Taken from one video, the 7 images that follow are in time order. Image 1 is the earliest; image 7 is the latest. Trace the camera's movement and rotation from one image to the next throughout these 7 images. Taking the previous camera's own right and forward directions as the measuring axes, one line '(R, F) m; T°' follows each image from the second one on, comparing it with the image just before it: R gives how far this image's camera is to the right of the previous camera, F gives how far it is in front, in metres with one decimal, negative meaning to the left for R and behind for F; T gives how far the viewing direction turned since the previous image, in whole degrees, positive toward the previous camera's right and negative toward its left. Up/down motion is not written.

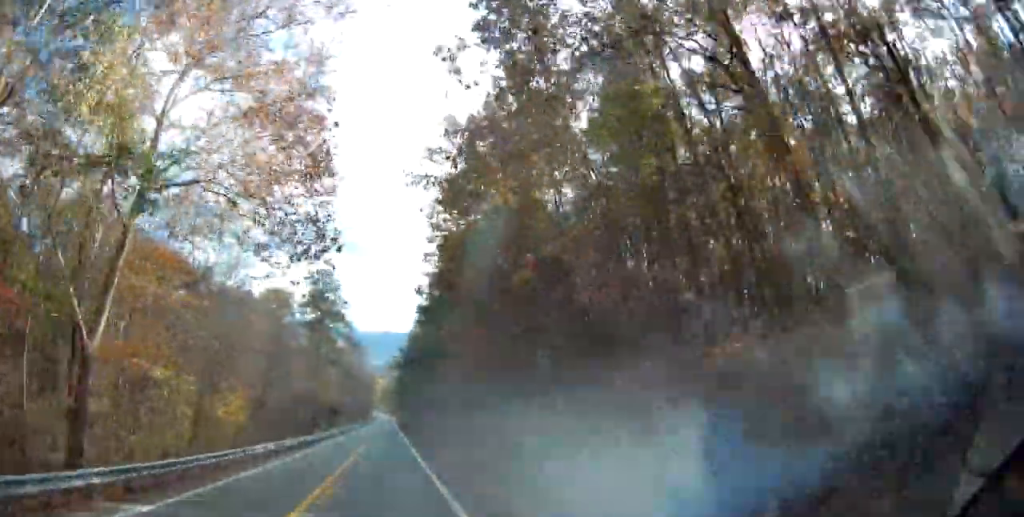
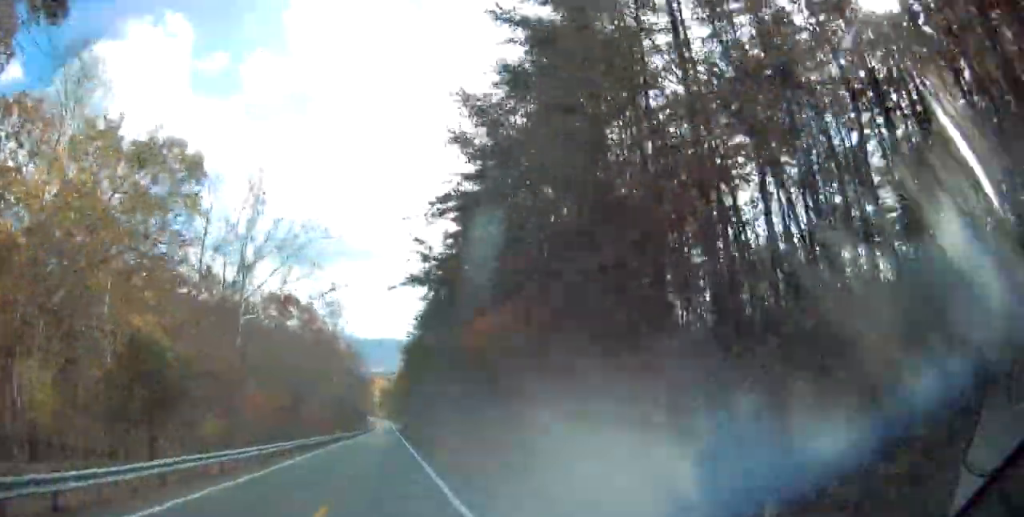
(-0.9, +77.2) m; -1°
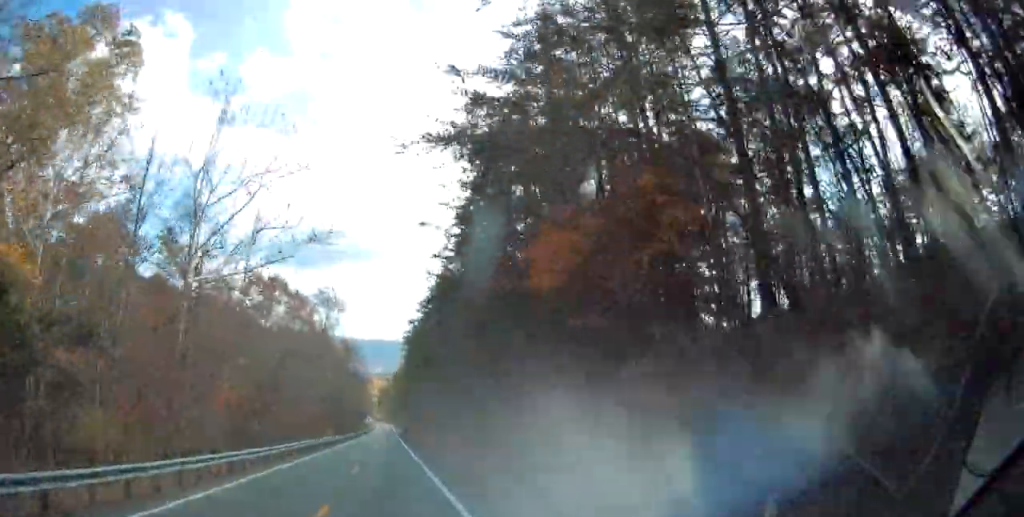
(+0.1, +12.1) m; 0°
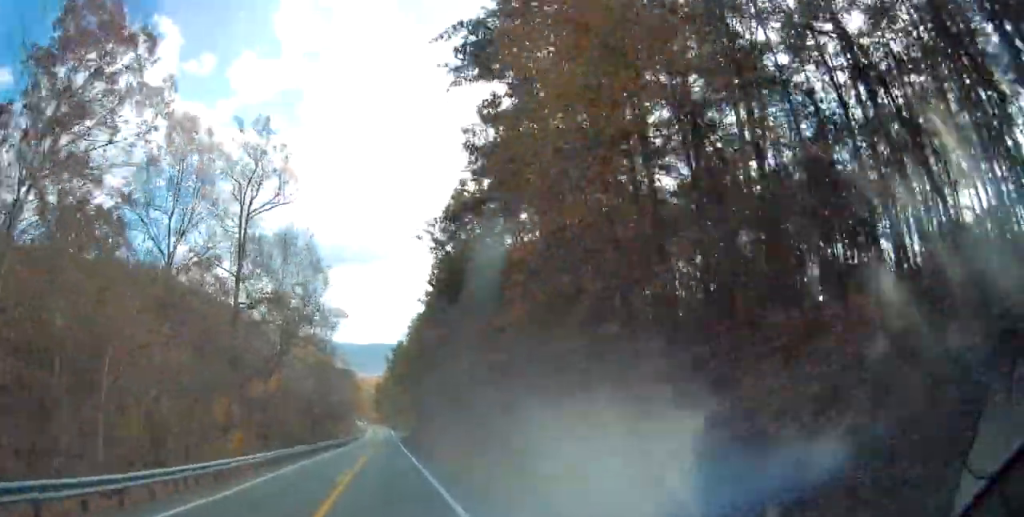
(-0.1, +56.2) m; +1°
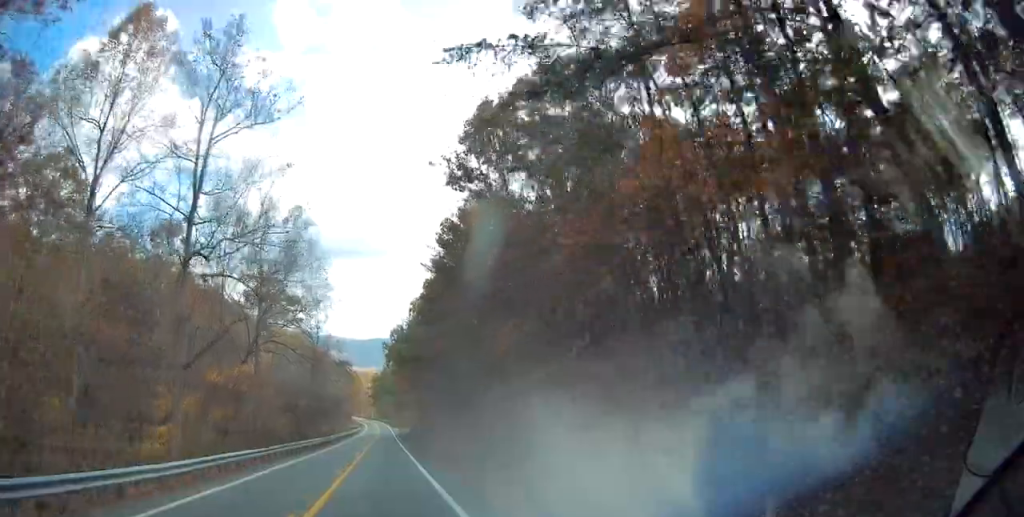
(0.0, +11.6) m; 0°
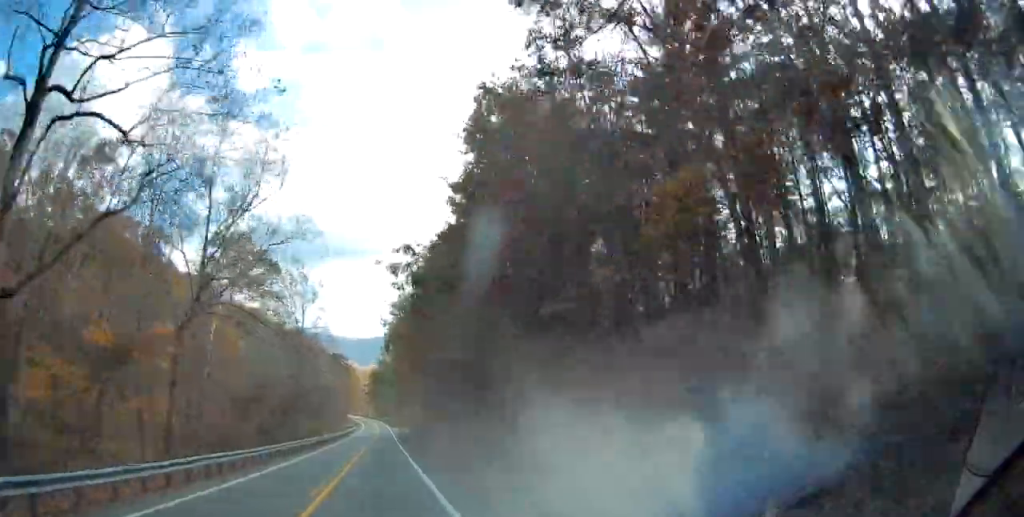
(0.0, +17.8) m; 0°
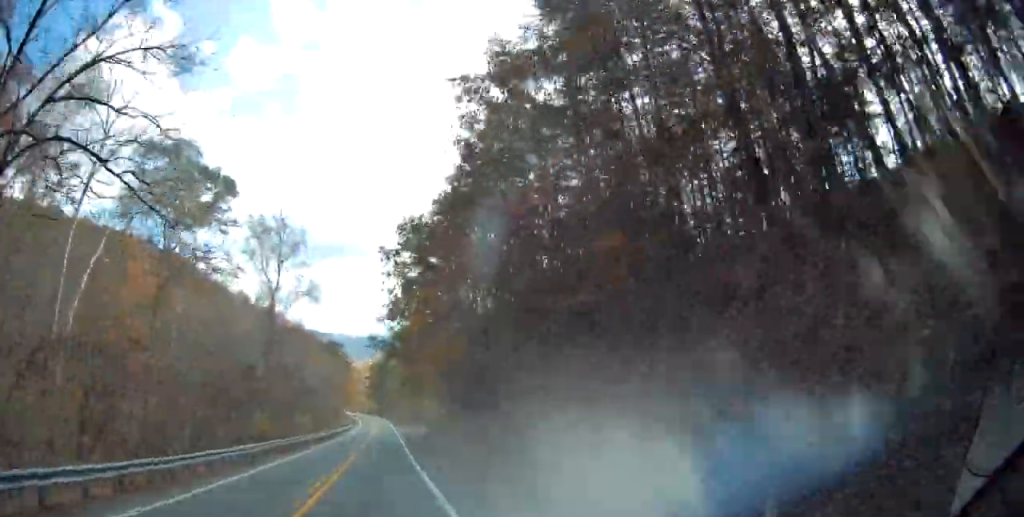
(0.0, +23.4) m; 0°
